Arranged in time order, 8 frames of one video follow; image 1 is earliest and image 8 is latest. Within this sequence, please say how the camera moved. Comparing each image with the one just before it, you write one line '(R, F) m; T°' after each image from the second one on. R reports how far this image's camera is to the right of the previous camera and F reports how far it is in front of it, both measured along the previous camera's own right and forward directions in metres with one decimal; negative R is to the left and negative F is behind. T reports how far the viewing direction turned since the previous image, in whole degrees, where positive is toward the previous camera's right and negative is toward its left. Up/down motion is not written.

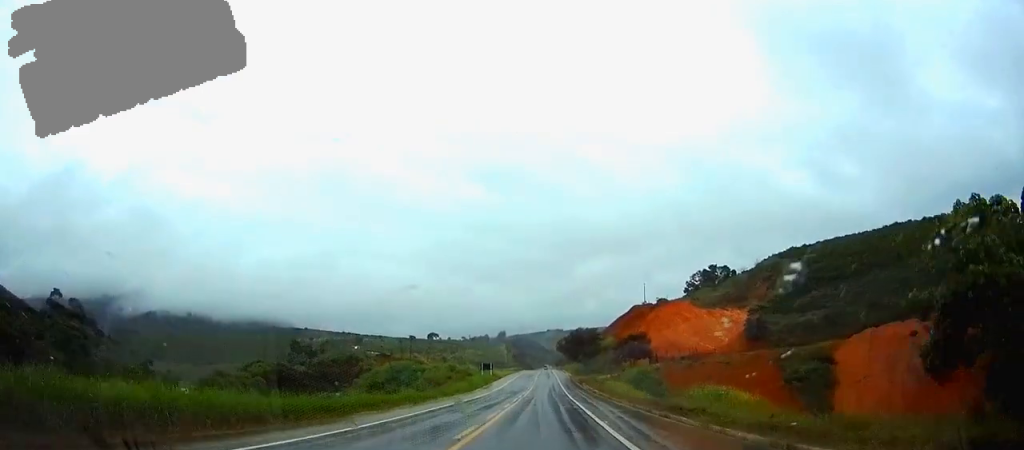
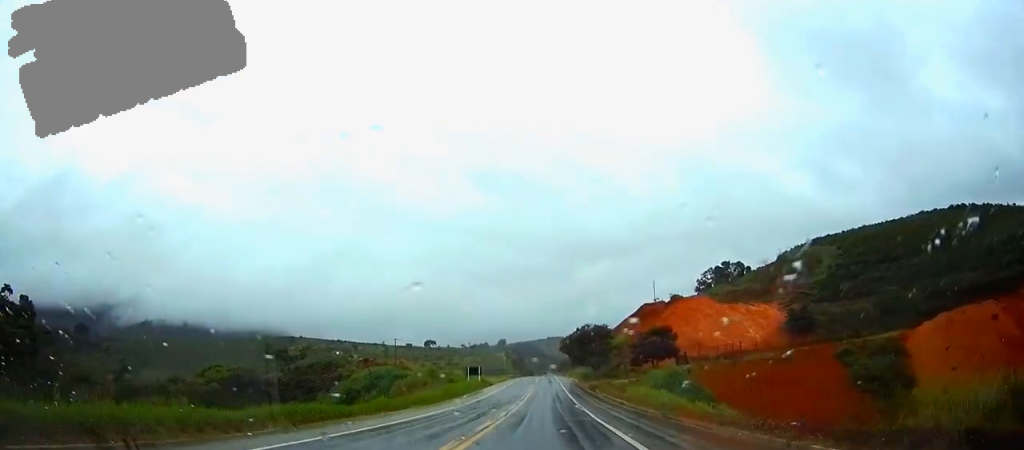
(0.0, +21.9) m; 0°
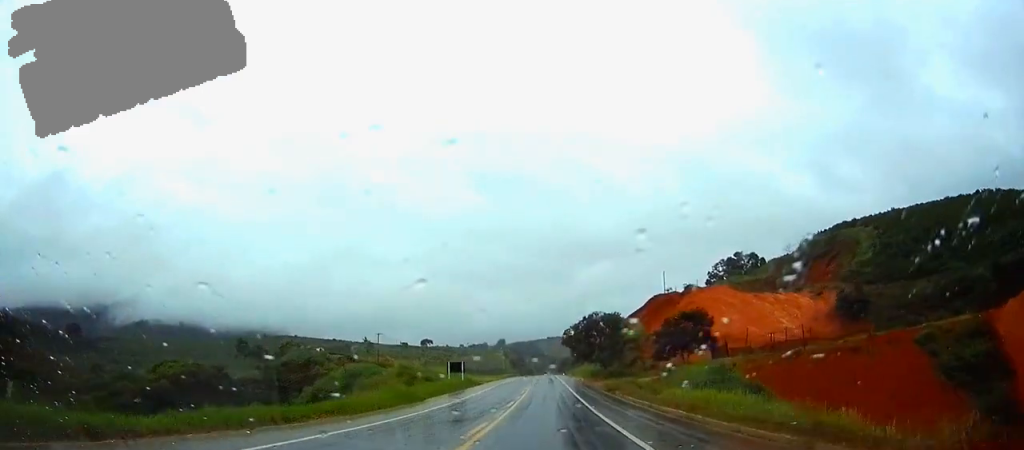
(0.0, +19.1) m; 0°
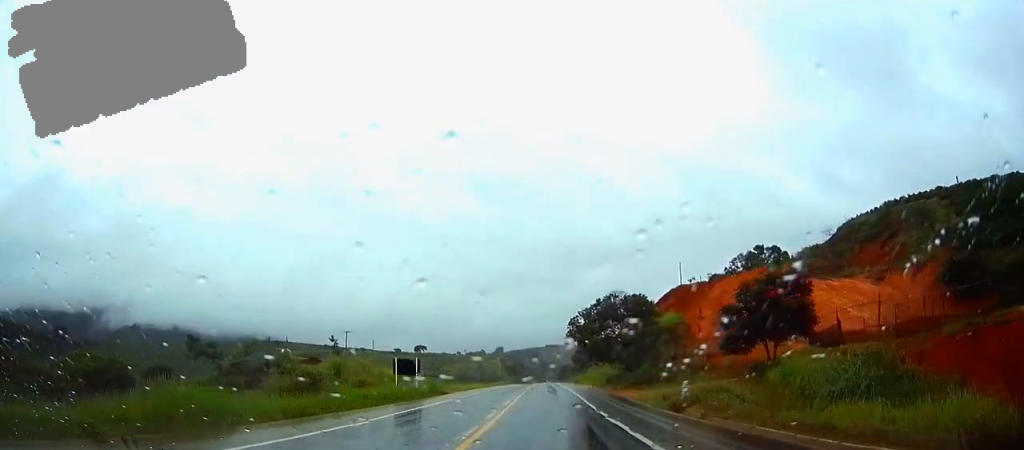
(-0.1, +26.5) m; 0°
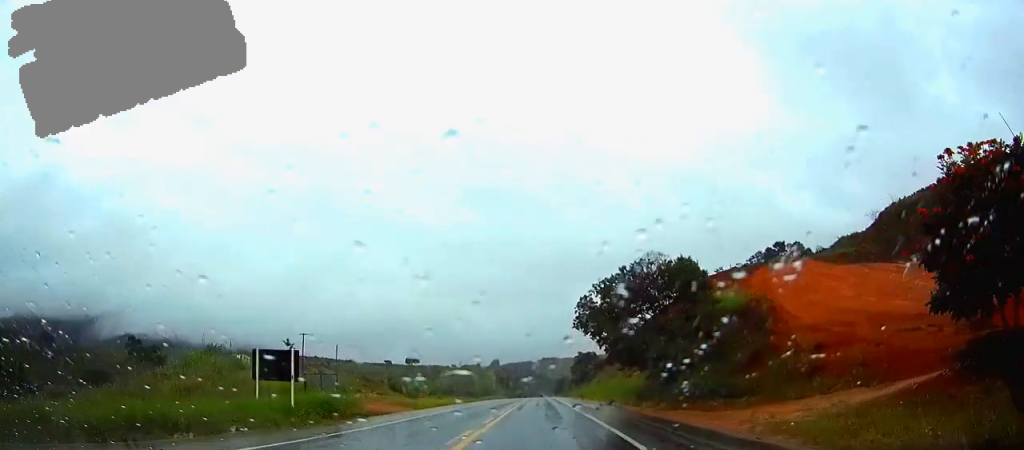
(+0.2, +24.4) m; 0°
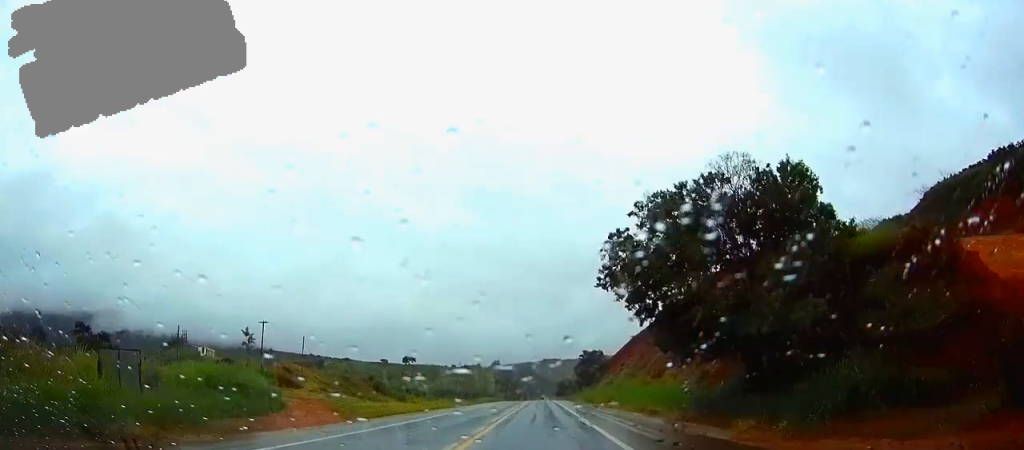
(0.0, +18.7) m; 0°
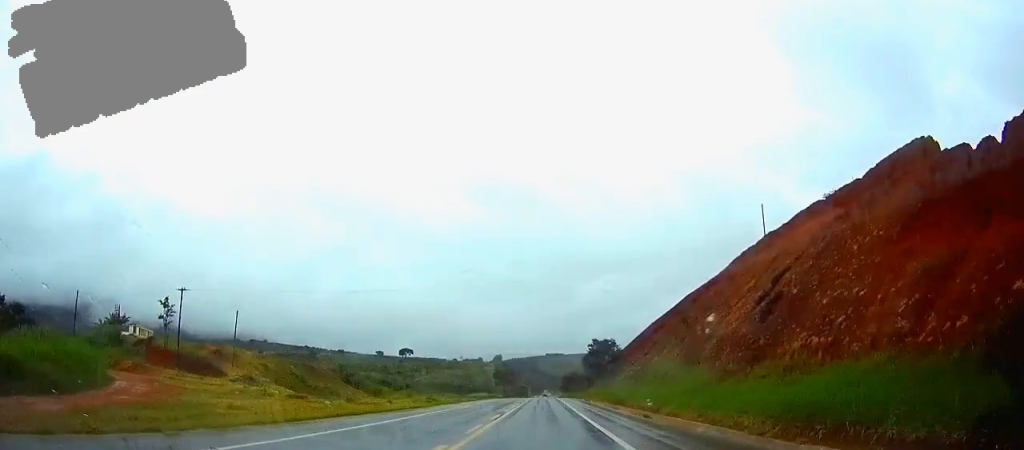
(-0.1, +26.0) m; 0°
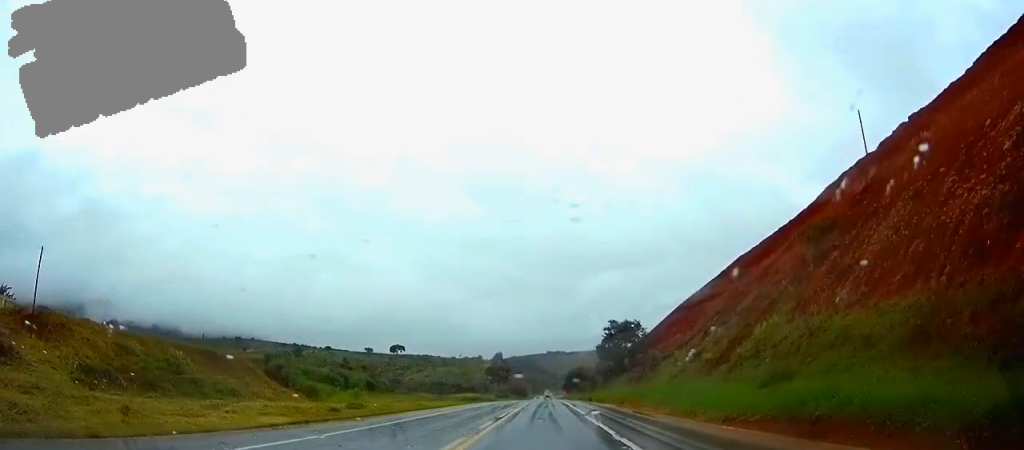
(-0.1, +38.9) m; 0°
